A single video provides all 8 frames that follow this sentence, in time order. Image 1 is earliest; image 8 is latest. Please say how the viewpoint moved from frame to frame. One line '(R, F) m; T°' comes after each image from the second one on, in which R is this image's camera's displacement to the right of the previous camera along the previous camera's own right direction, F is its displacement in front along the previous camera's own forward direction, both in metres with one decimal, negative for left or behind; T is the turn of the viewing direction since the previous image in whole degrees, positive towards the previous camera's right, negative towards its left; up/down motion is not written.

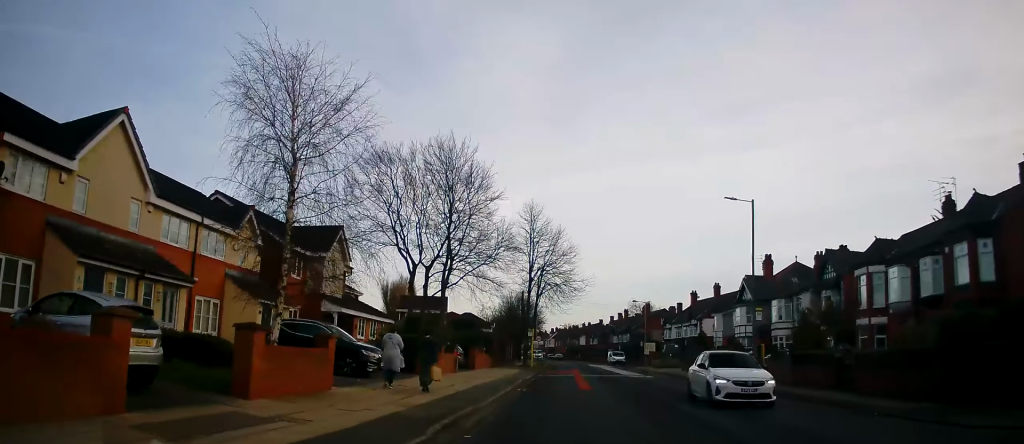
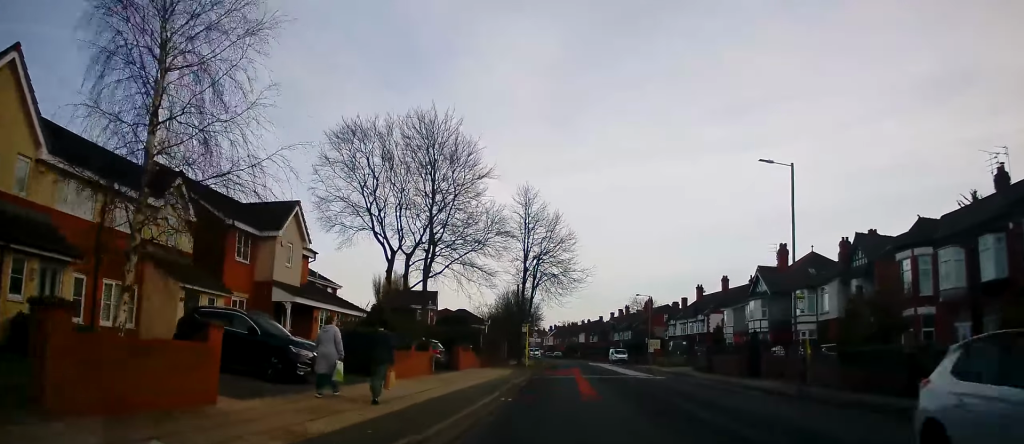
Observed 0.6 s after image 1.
(-0.1, +5.0) m; -1°
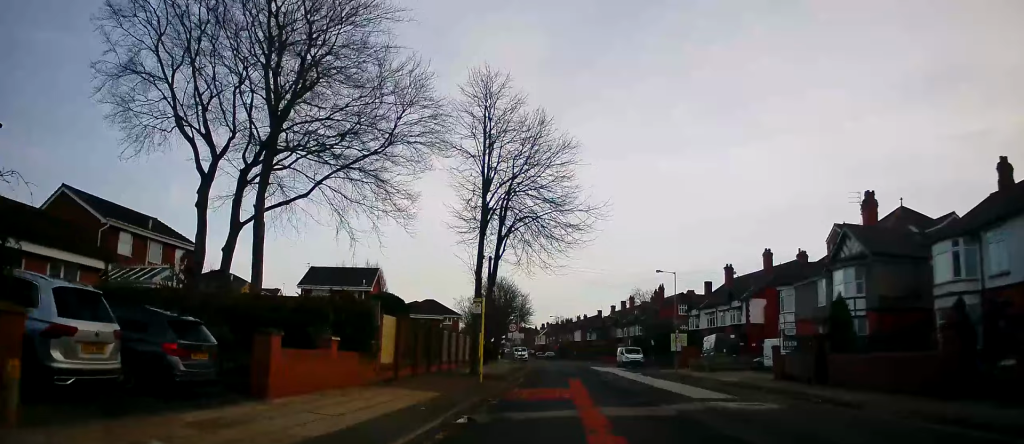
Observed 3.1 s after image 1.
(+0.6, +19.6) m; +1°
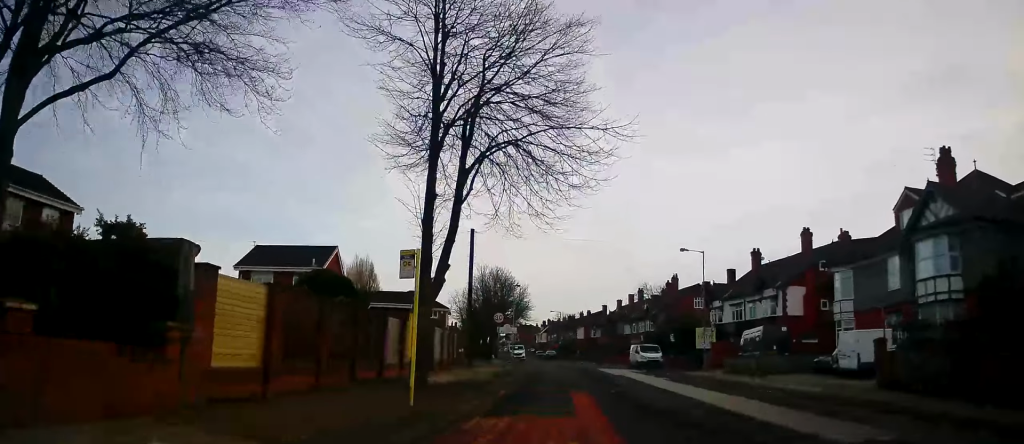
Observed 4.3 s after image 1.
(-0.2, +9.8) m; +1°
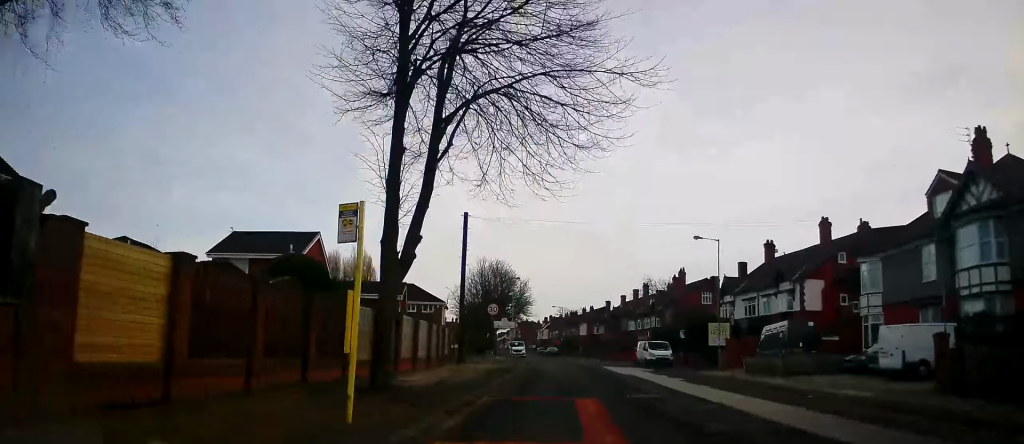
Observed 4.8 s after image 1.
(+0.1, +3.4) m; +1°
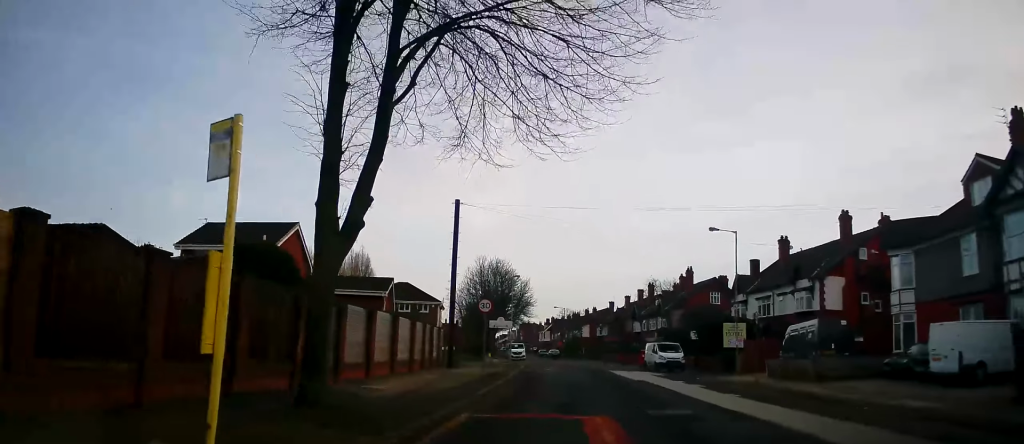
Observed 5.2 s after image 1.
(+0.1, +3.4) m; +1°
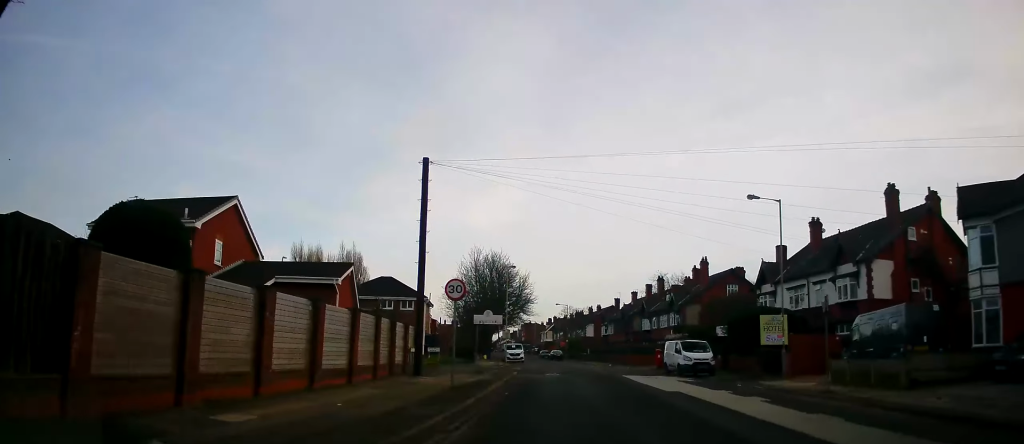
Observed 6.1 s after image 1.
(0.0, +7.1) m; -1°
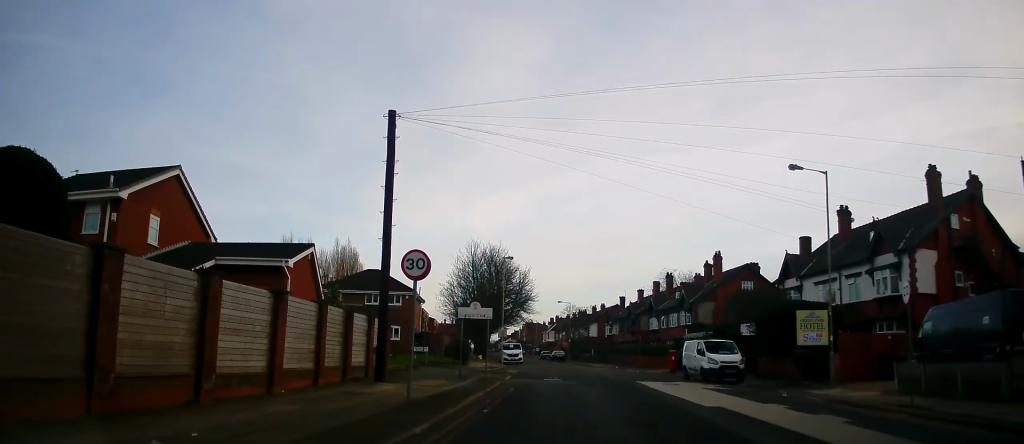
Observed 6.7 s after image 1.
(0.0, +4.9) m; -1°
